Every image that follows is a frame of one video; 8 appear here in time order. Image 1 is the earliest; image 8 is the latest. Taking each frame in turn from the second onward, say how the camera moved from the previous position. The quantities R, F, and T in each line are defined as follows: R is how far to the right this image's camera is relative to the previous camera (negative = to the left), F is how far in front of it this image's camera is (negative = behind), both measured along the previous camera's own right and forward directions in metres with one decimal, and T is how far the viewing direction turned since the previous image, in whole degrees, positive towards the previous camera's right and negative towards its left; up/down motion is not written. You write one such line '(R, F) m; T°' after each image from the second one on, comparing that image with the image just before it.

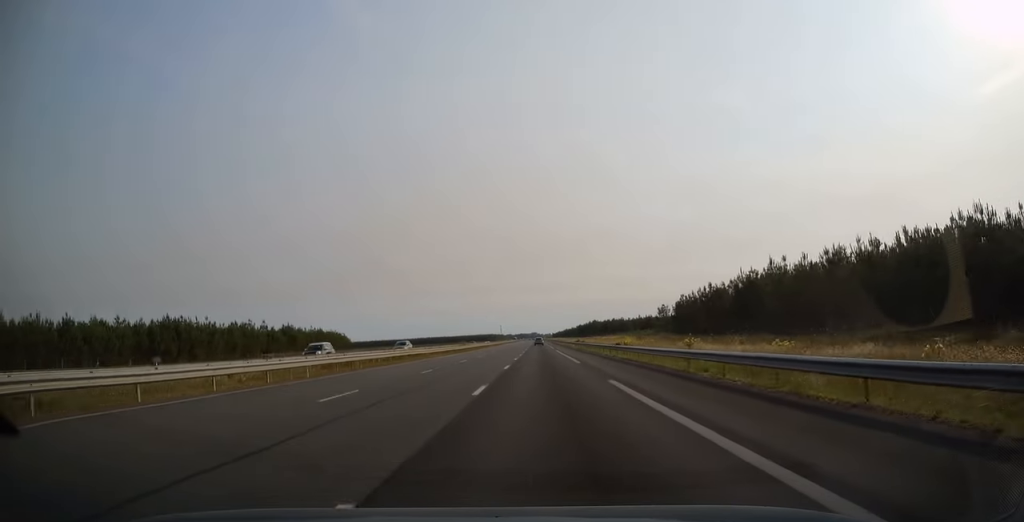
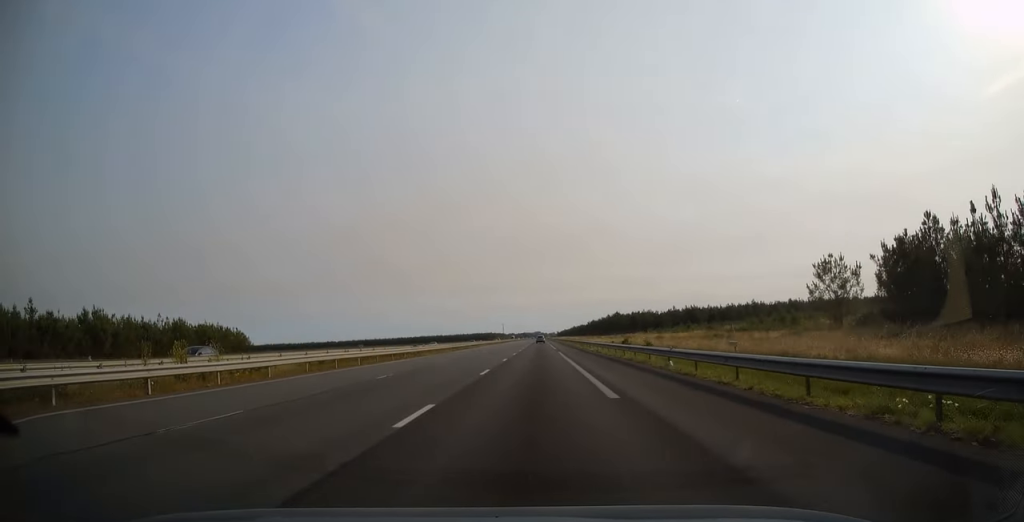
(-0.1, +71.1) m; 0°
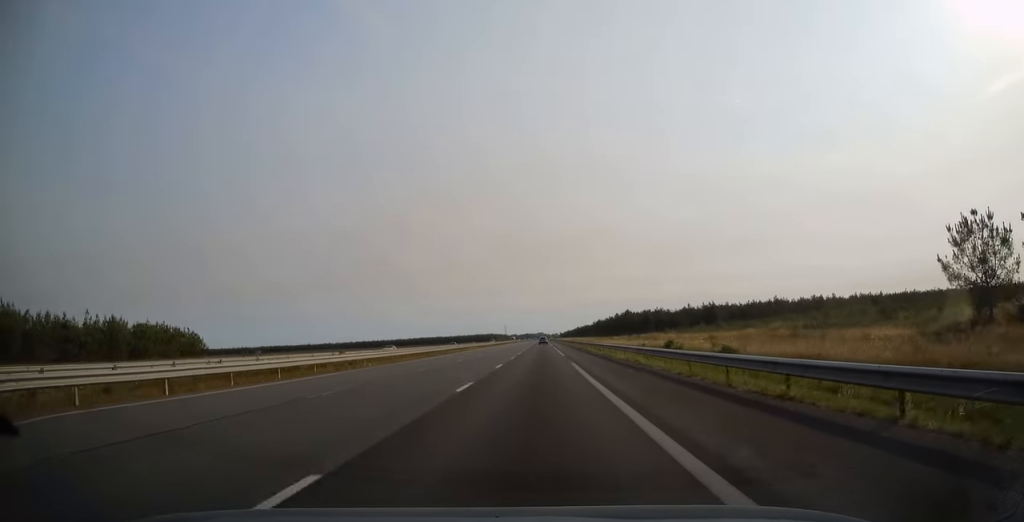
(+0.1, +19.2) m; 0°
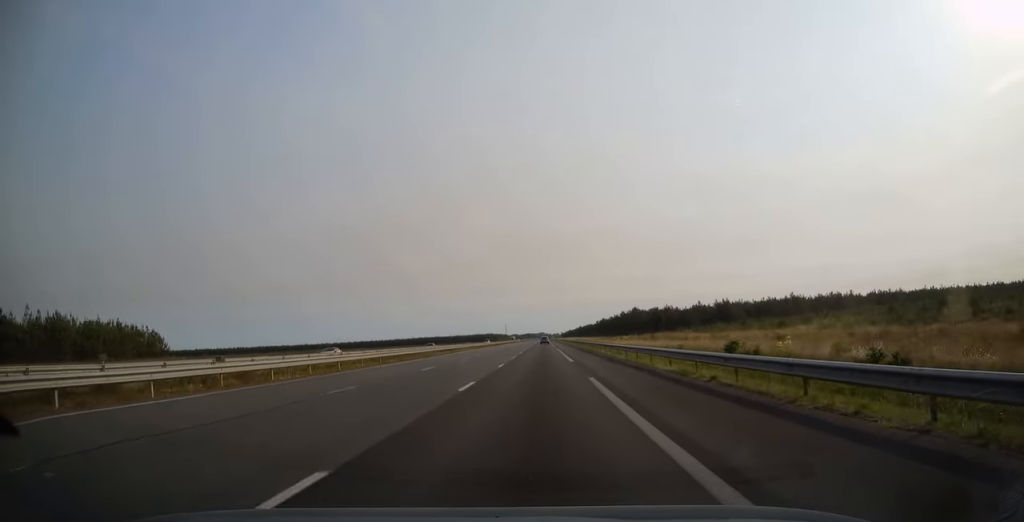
(+0.1, +12.8) m; 0°
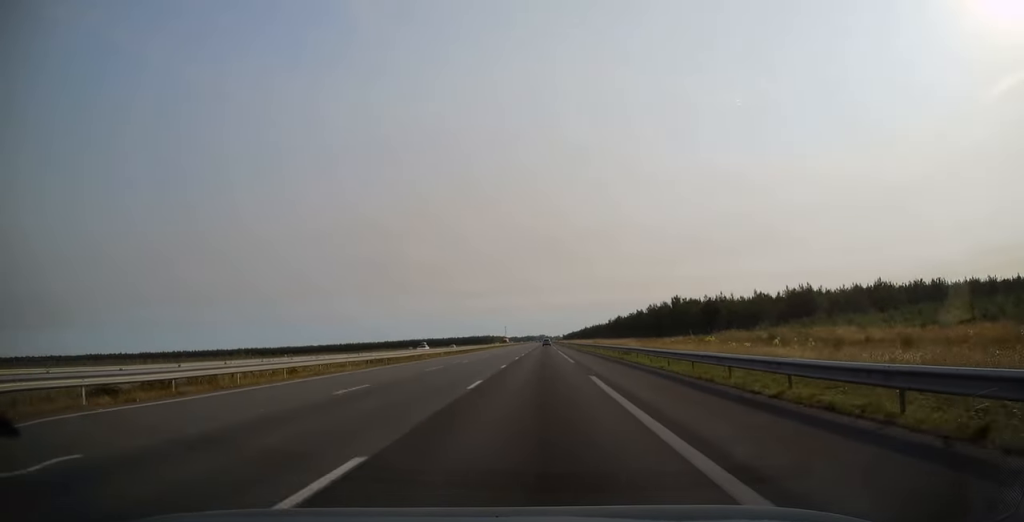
(-0.5, +51.3) m; -1°
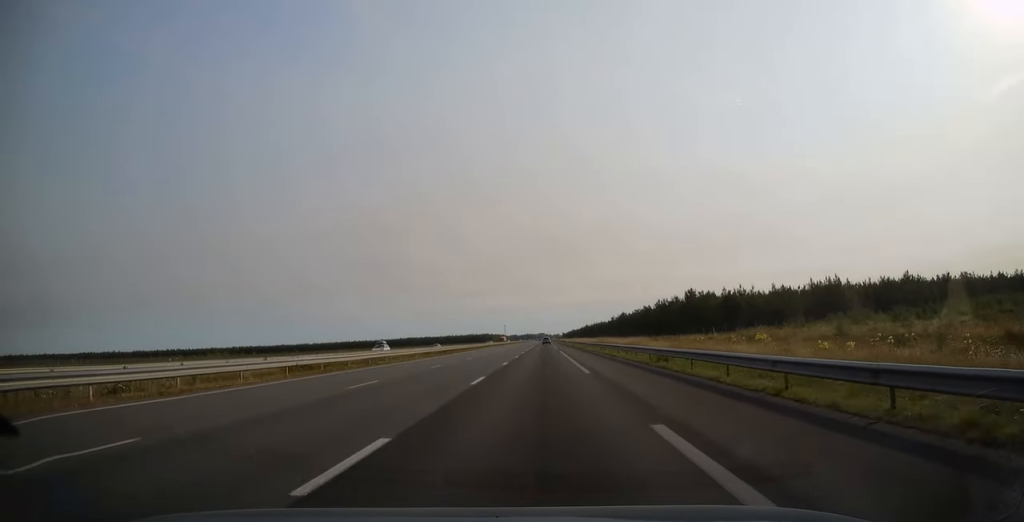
(0.0, +11.8) m; 0°
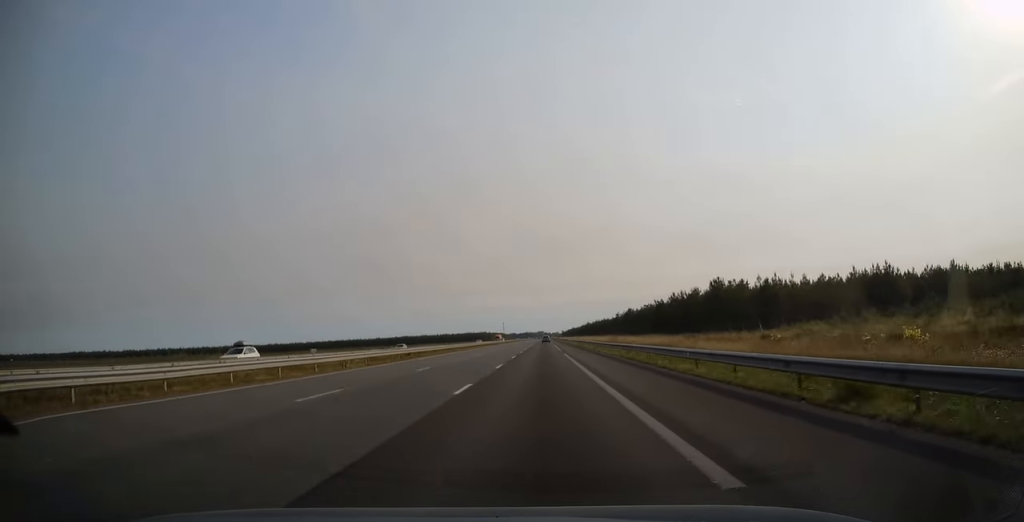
(0.0, +16.8) m; 0°
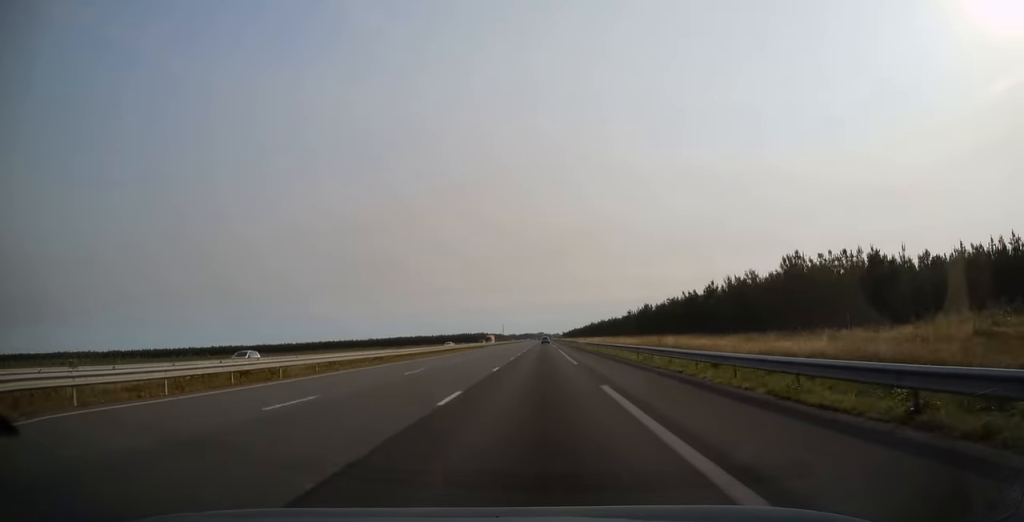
(0.0, +28.1) m; 0°
